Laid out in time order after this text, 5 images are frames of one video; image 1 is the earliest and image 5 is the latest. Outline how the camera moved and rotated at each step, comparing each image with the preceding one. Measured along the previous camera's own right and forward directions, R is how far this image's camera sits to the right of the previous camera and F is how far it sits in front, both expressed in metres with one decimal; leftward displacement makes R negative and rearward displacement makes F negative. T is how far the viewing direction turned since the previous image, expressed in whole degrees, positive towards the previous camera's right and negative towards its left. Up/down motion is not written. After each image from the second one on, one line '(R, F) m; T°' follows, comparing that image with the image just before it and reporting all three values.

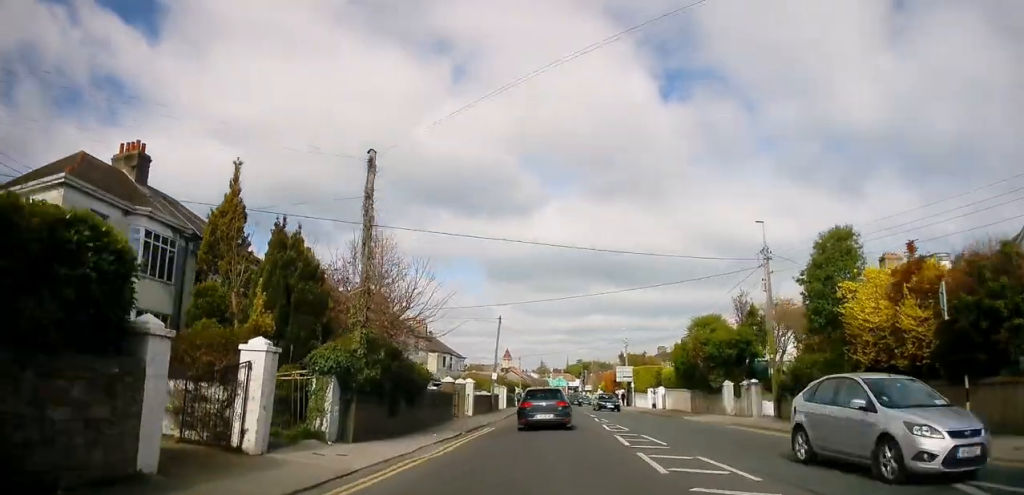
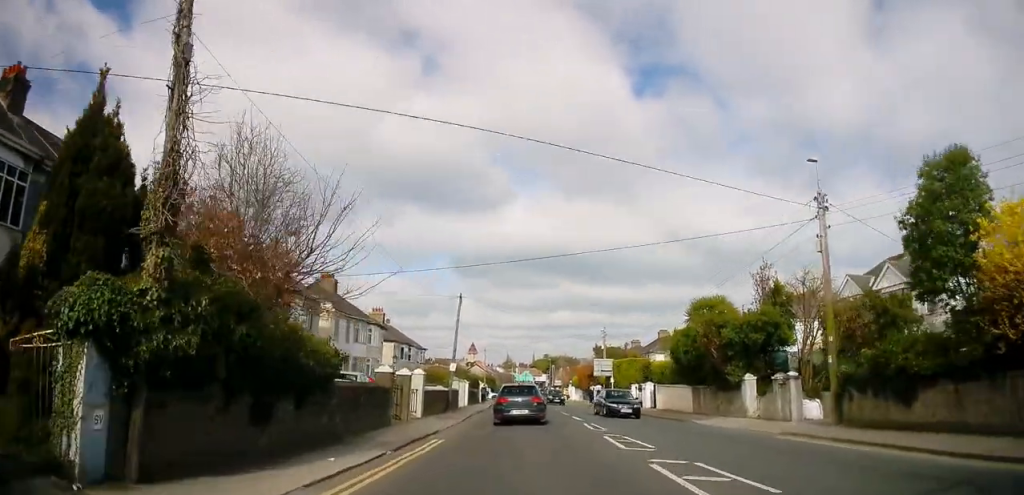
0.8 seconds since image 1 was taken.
(+0.5, +7.3) m; +6°
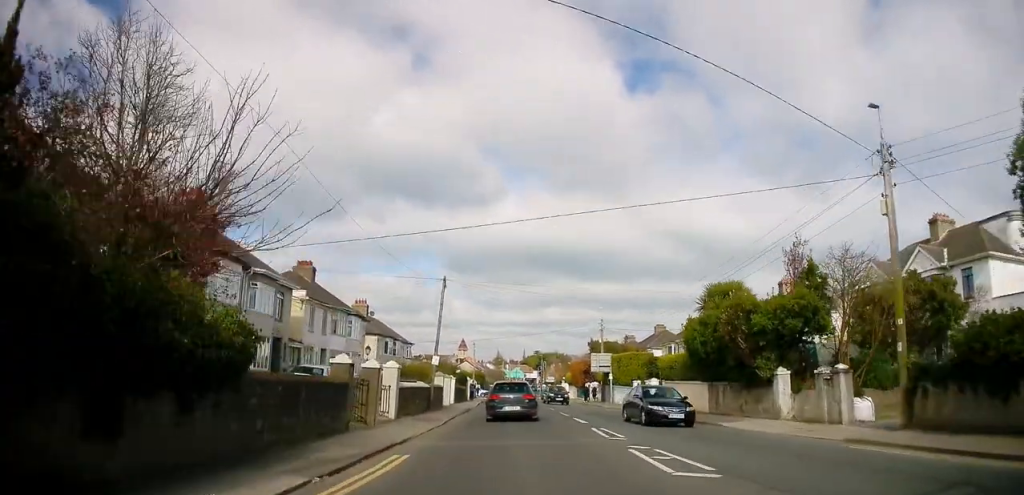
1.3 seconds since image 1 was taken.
(+0.1, +4.2) m; +2°
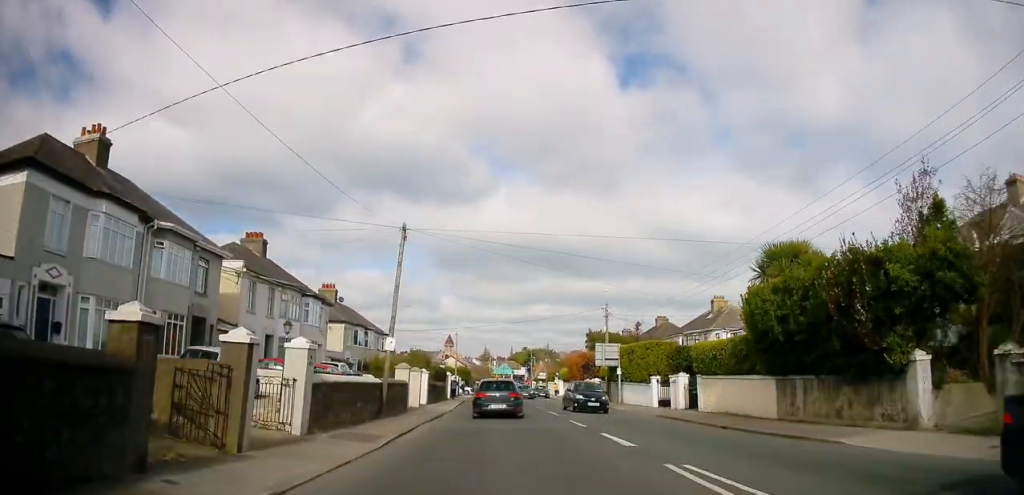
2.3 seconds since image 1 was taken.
(+0.2, +8.4) m; +1°
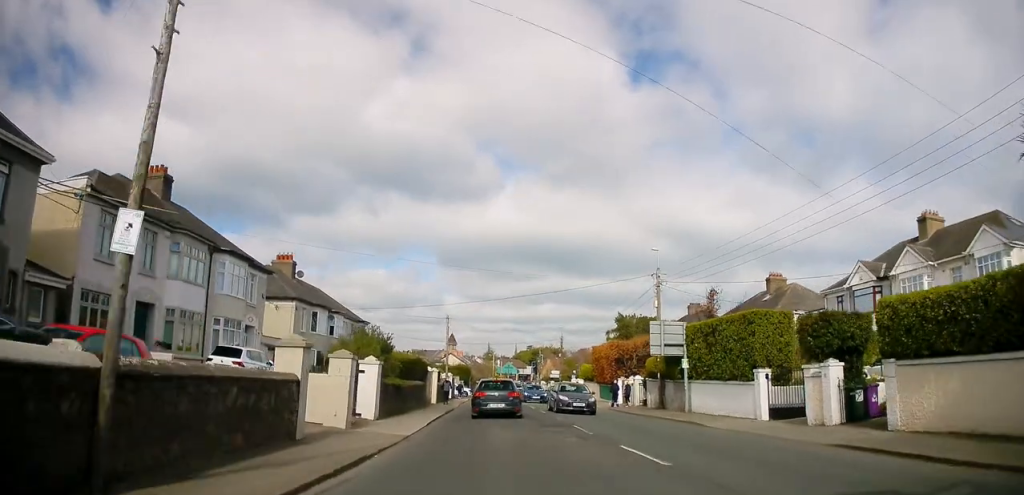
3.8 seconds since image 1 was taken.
(-0.1, +14.4) m; 0°
